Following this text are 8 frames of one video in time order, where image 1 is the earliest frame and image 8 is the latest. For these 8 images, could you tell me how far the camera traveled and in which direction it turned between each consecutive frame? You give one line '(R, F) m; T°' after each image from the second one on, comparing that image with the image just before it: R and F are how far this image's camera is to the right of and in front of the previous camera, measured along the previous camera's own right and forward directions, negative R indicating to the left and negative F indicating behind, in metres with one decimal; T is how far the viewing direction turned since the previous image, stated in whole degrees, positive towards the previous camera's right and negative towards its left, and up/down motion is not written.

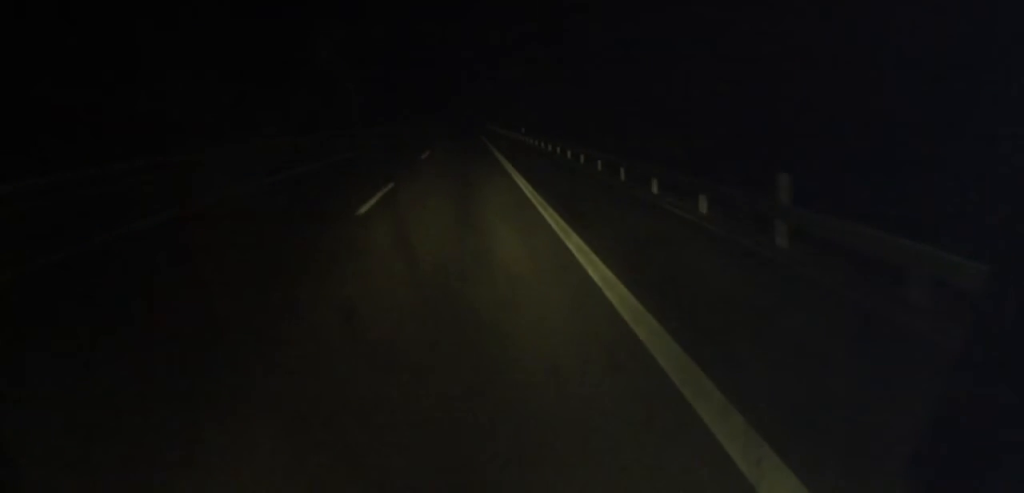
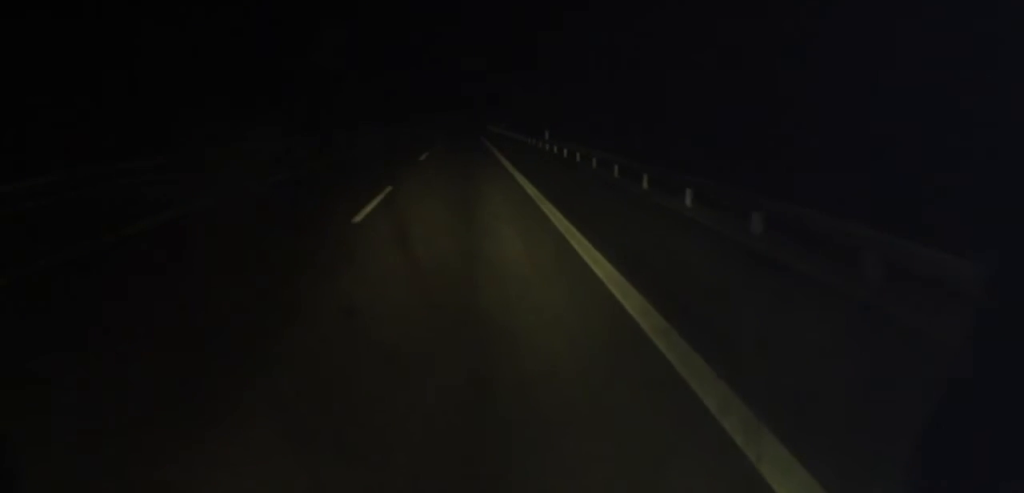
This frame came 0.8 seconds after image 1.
(0.0, +18.7) m; 0°
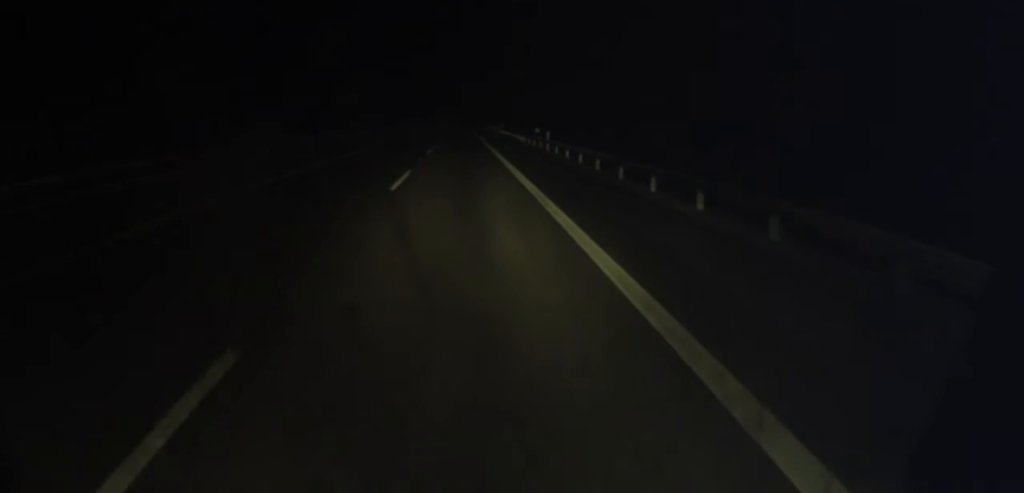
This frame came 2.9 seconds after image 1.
(0.0, +48.3) m; 0°
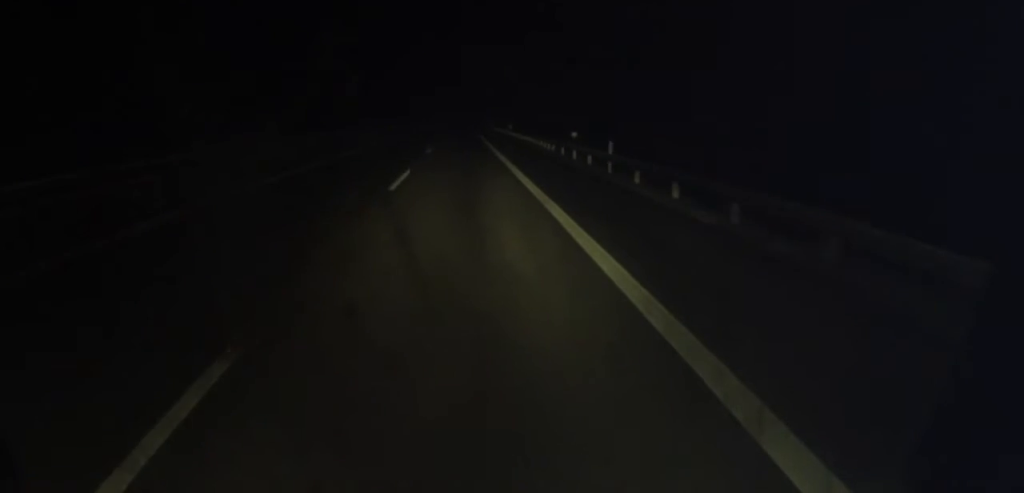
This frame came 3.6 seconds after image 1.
(0.0, +18.0) m; 0°
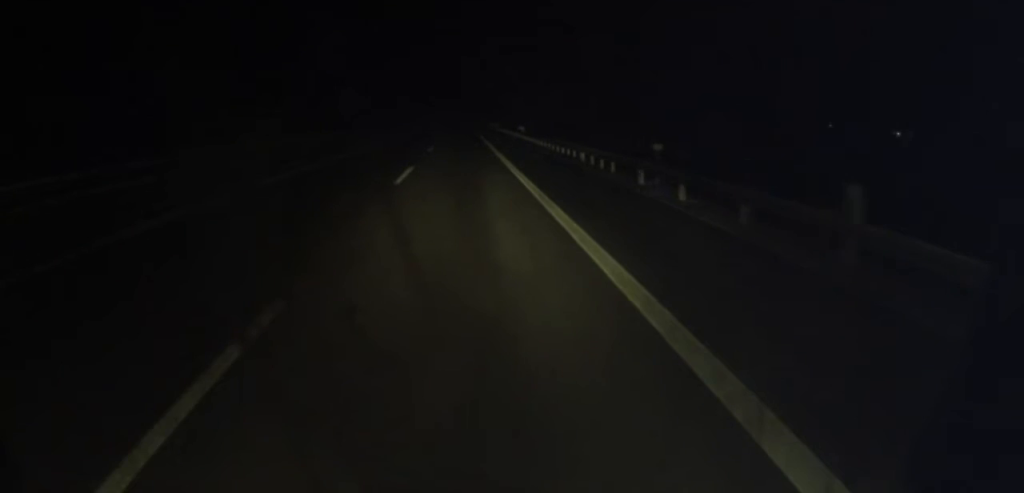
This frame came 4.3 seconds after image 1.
(+0.2, +16.5) m; 0°
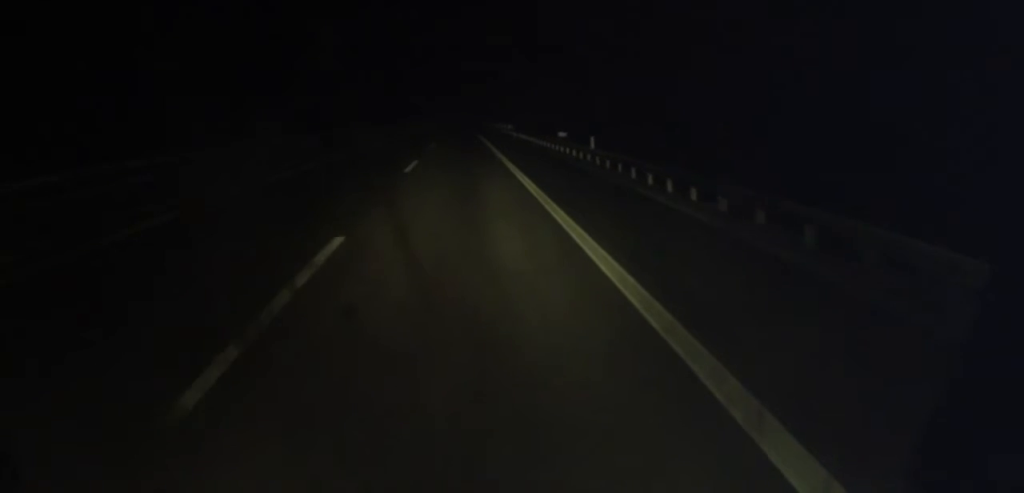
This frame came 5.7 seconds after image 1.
(-0.4, +32.3) m; -1°
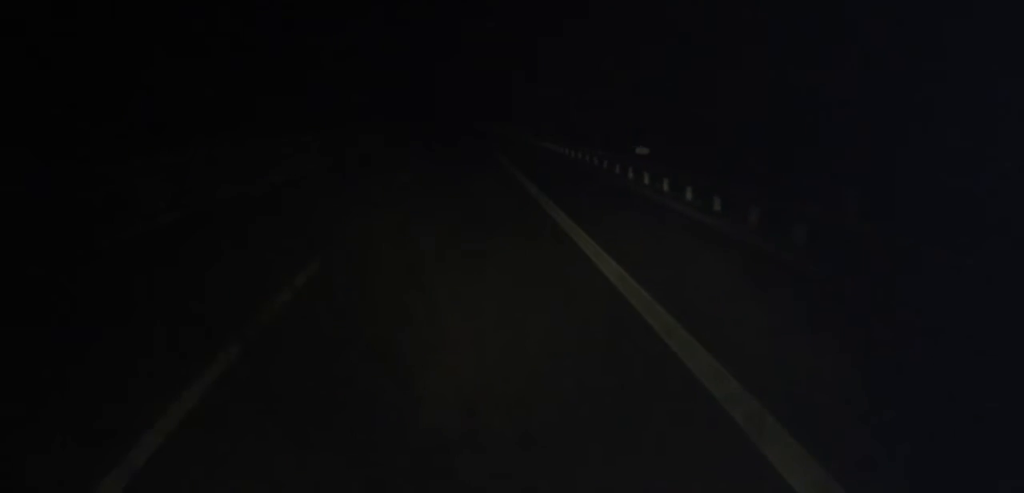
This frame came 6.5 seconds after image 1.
(0.0, +19.7) m; 0°
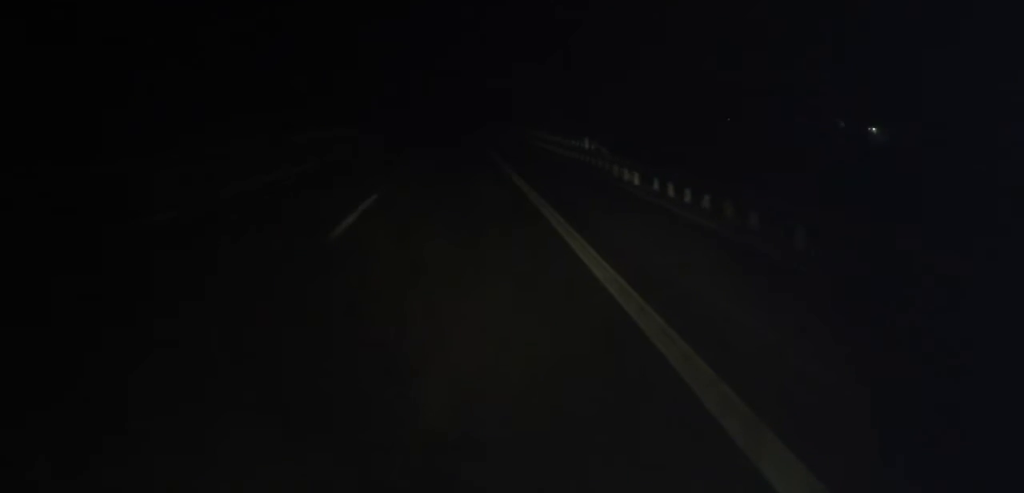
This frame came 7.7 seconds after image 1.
(+0.1, +28.7) m; 0°
